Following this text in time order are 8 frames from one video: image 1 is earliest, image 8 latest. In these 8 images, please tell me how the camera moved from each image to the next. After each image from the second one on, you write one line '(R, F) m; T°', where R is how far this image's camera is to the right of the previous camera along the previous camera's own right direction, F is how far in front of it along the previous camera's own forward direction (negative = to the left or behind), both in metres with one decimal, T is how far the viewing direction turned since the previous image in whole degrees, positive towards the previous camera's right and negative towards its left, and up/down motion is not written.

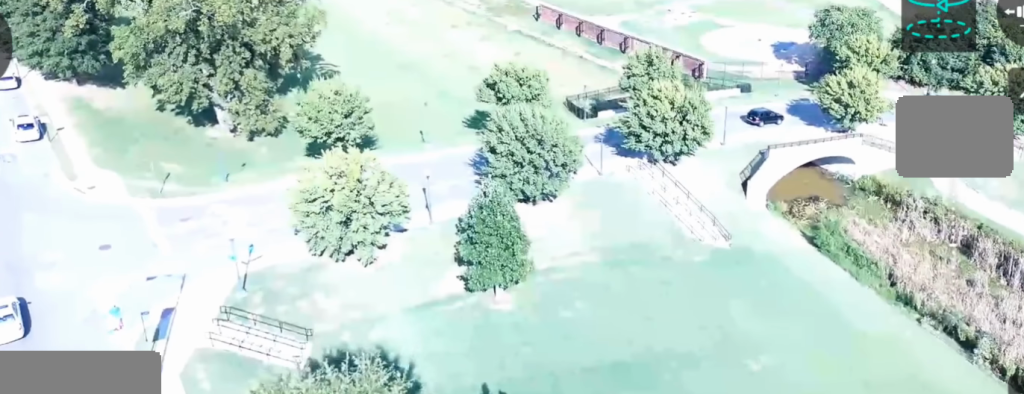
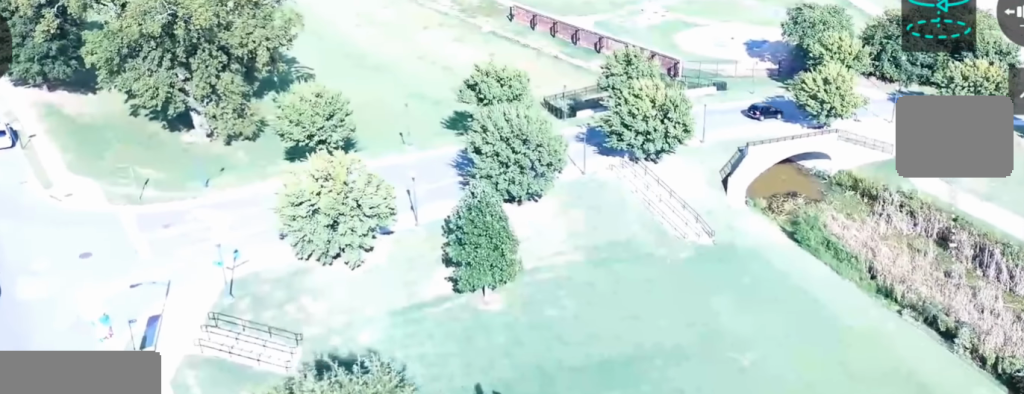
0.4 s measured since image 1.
(0.0, +1.2) m; +2°
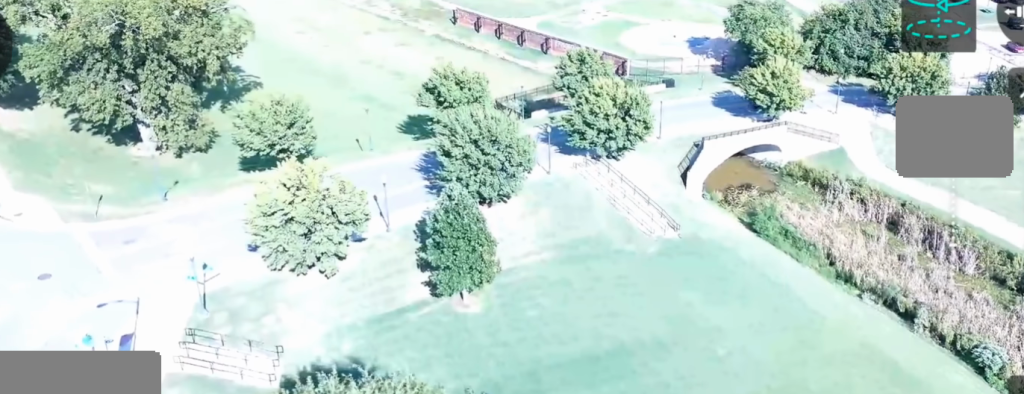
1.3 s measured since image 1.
(+0.1, +2.8) m; +5°
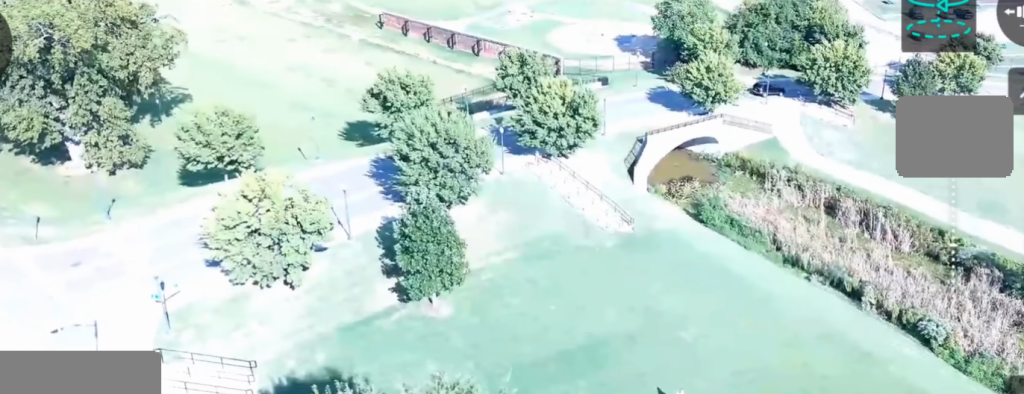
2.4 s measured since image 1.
(+0.2, +3.3) m; +6°
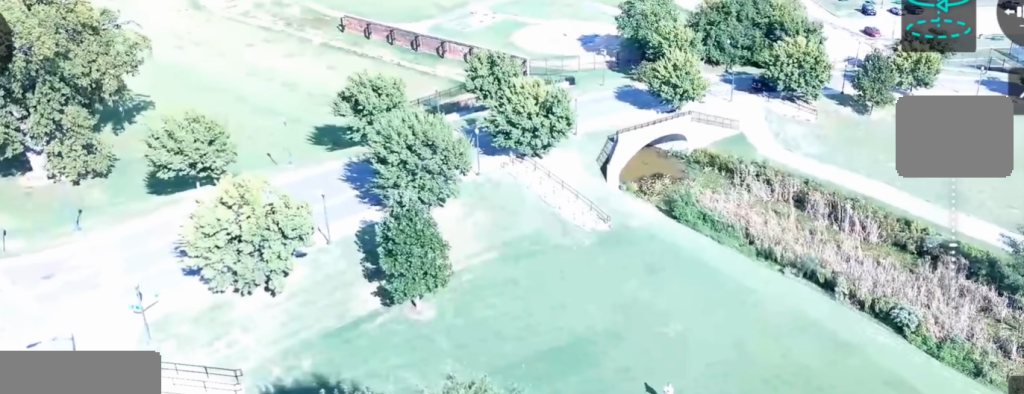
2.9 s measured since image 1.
(0.0, +1.6) m; +3°
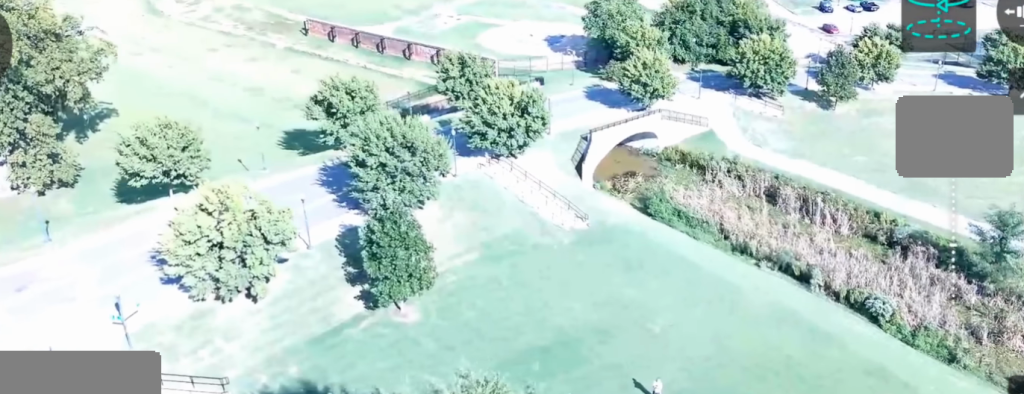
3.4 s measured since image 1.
(+0.1, +1.5) m; +3°
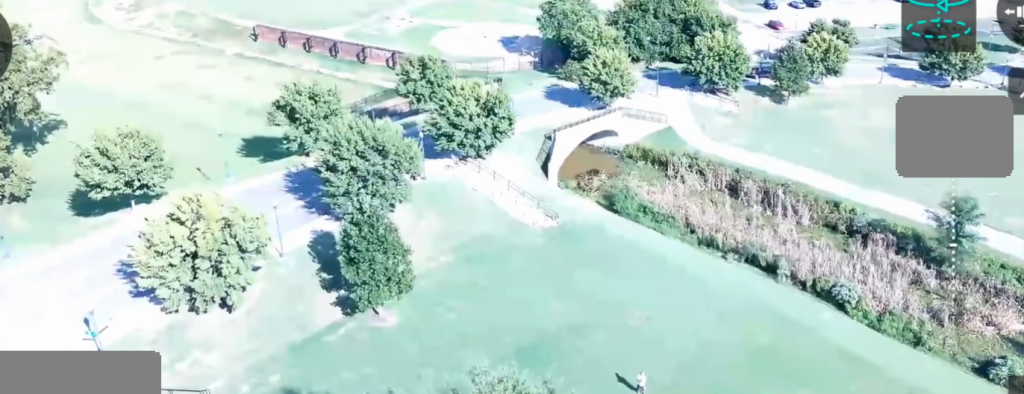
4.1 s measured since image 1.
(0.0, +2.0) m; +4°
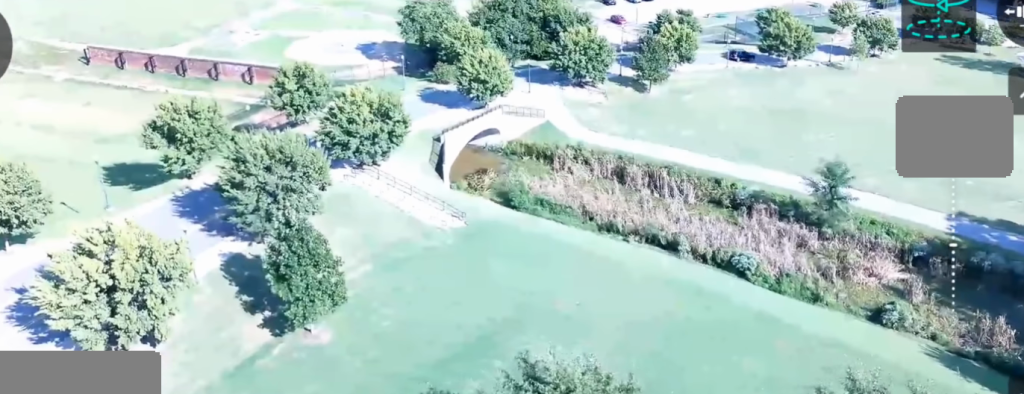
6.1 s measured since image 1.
(+0.6, +5.9) m; +11°
